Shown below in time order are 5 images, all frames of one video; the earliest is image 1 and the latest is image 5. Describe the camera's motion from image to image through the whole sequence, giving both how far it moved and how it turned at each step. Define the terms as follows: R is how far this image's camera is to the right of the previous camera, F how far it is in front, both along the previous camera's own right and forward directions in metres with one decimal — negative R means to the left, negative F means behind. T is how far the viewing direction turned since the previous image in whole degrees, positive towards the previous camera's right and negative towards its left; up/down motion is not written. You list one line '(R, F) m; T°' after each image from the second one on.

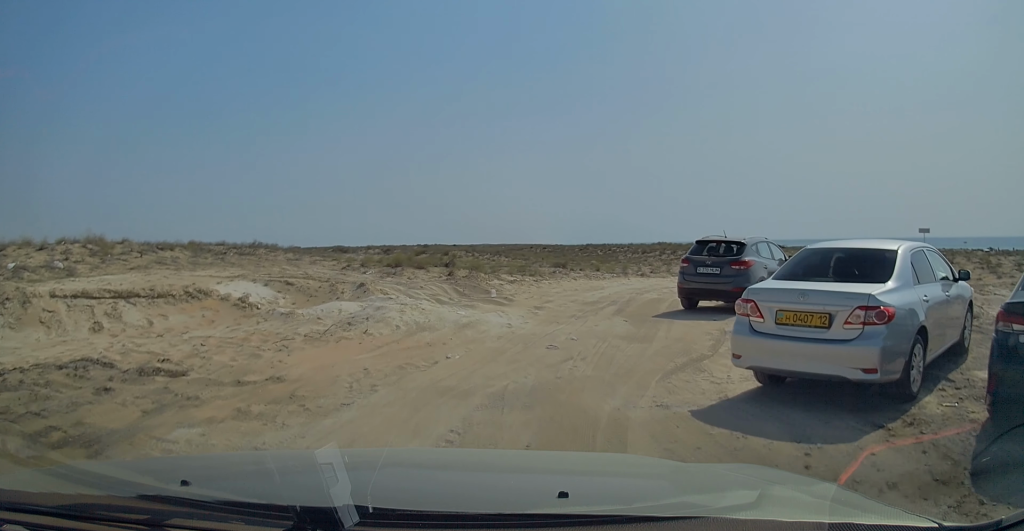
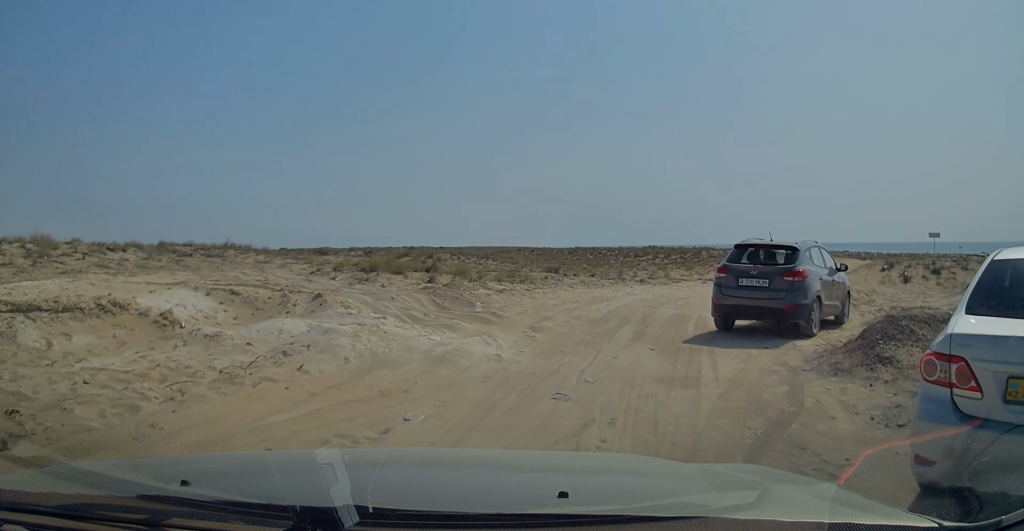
(-0.2, +2.9) m; 0°
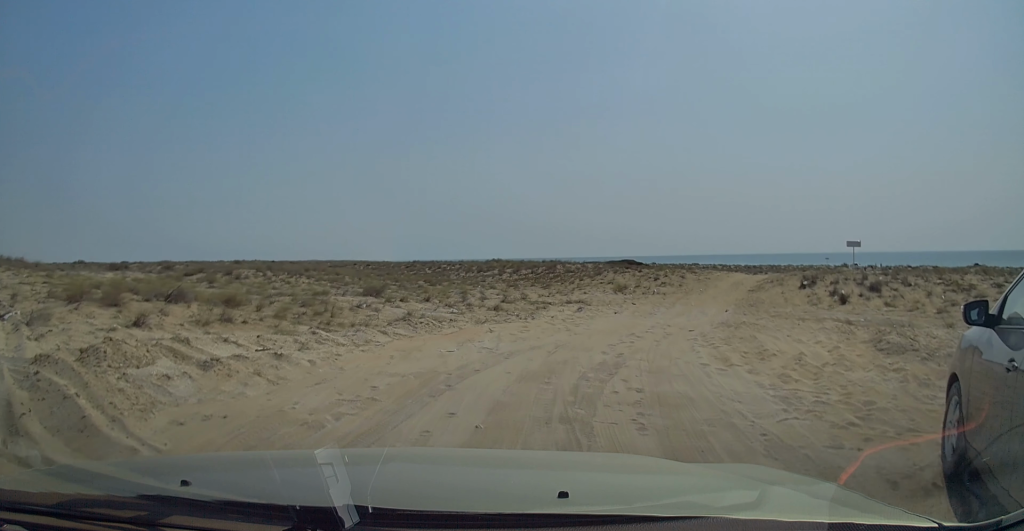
(+1.6, +9.5) m; +15°
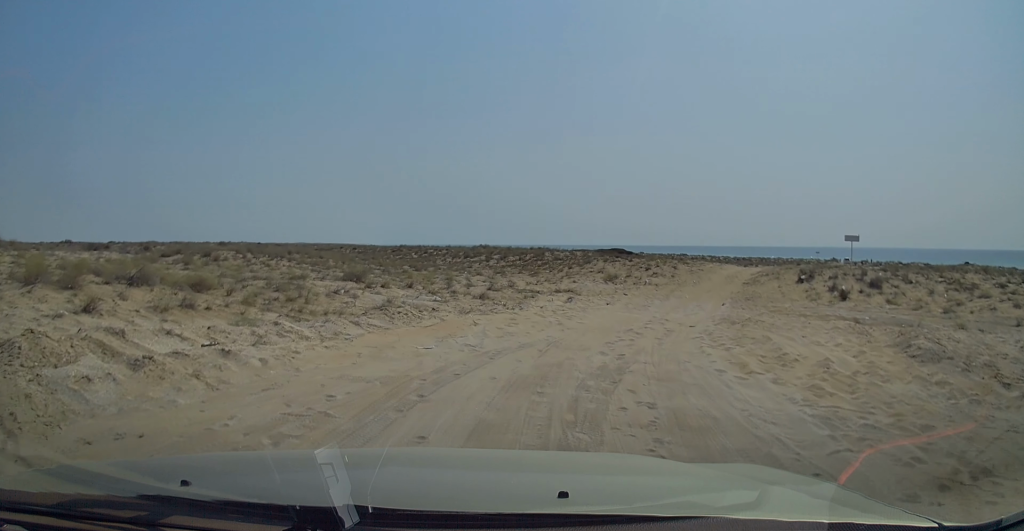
(0.0, +1.2) m; +1°
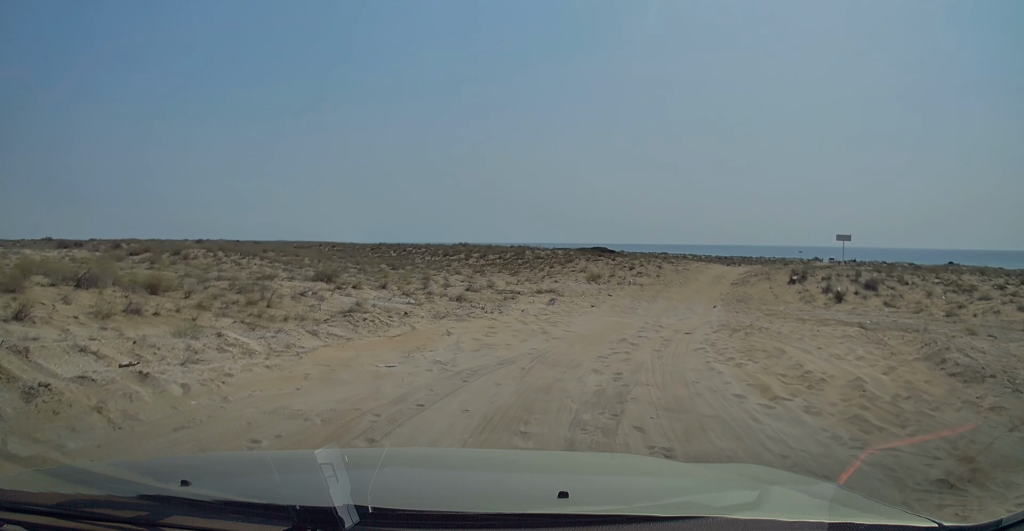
(0.0, +1.4) m; +1°
